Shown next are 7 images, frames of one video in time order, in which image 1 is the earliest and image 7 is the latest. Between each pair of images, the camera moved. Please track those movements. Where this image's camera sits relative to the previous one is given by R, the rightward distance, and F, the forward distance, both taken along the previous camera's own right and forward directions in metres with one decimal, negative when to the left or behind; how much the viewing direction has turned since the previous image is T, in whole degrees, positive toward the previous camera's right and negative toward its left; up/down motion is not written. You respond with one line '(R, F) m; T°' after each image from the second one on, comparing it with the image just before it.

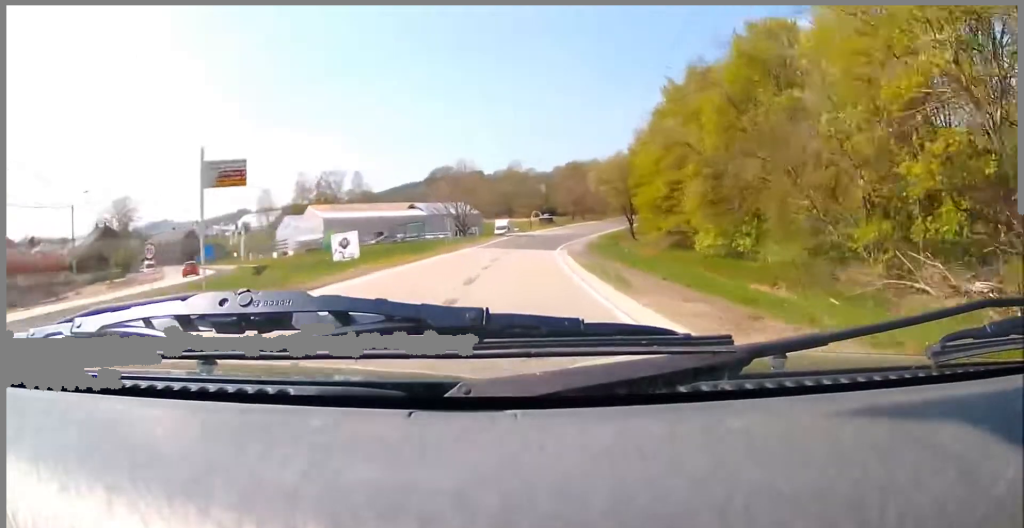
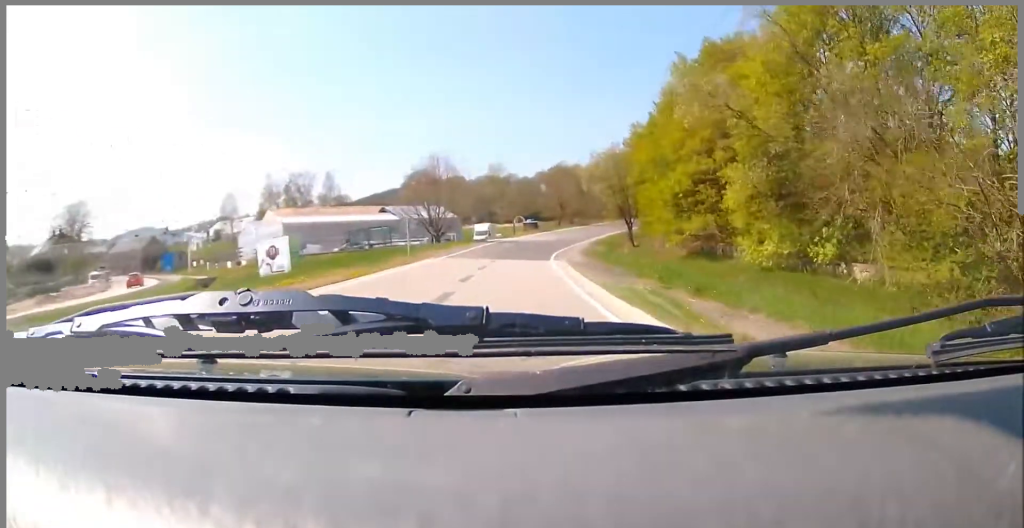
(+0.3, +9.3) m; +1°
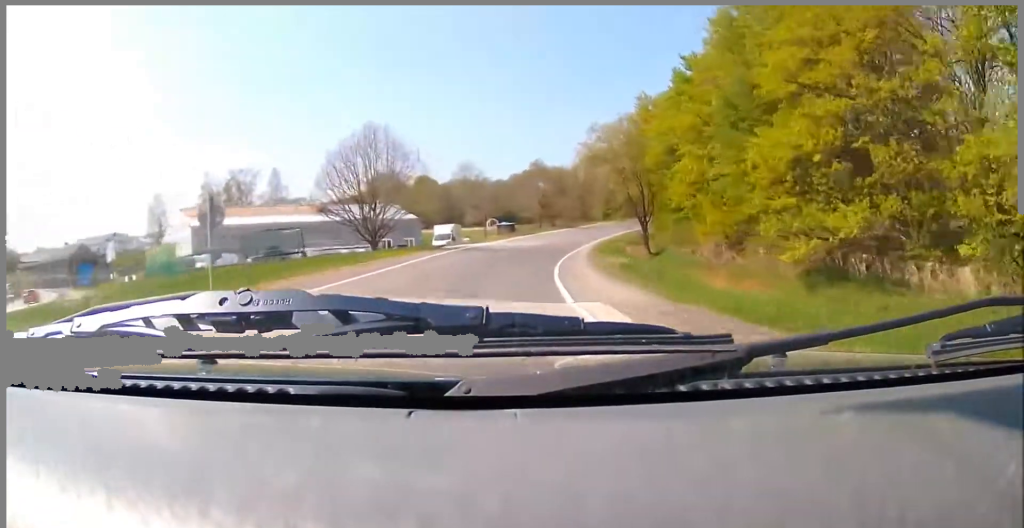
(+0.3, +17.8) m; 0°
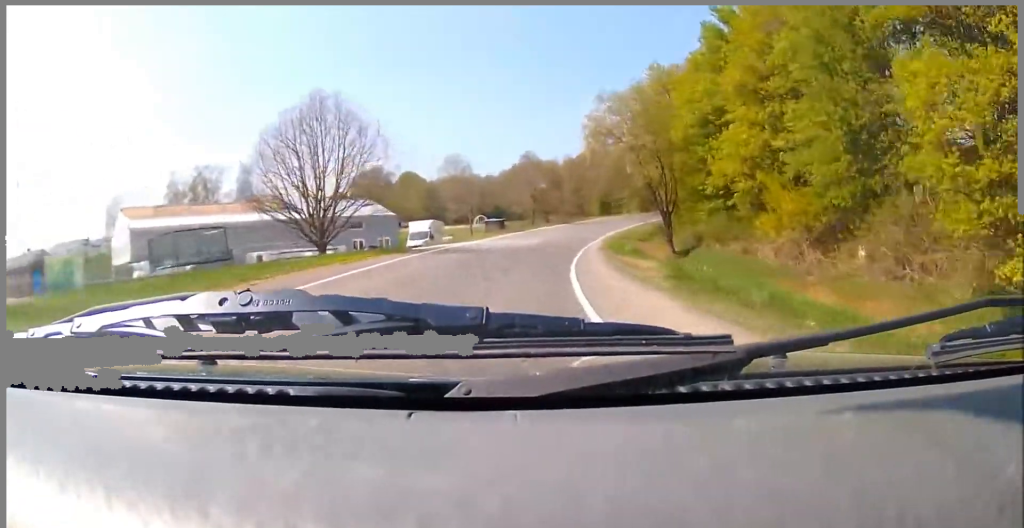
(0.0, +9.6) m; 0°
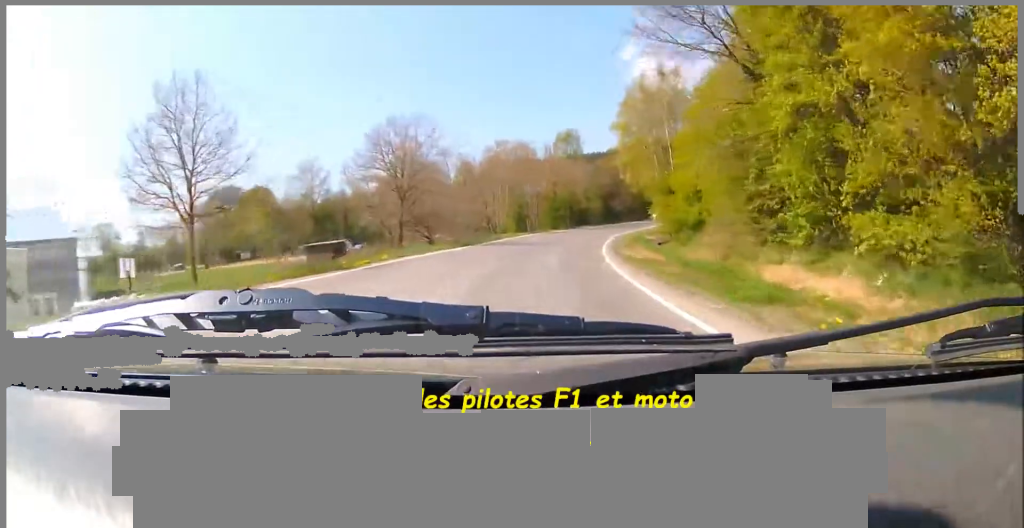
(+7.3, +43.3) m; +13°
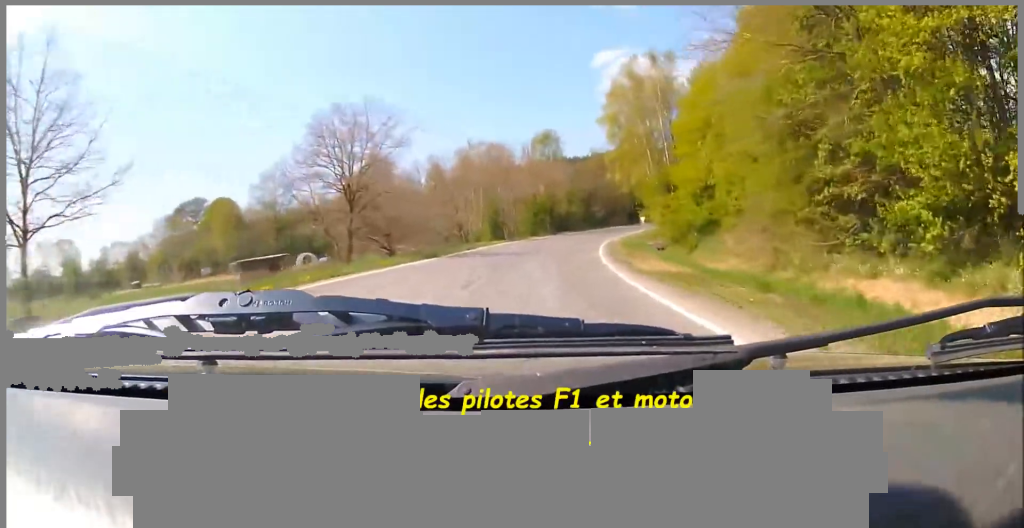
(-0.1, +8.1) m; -1°
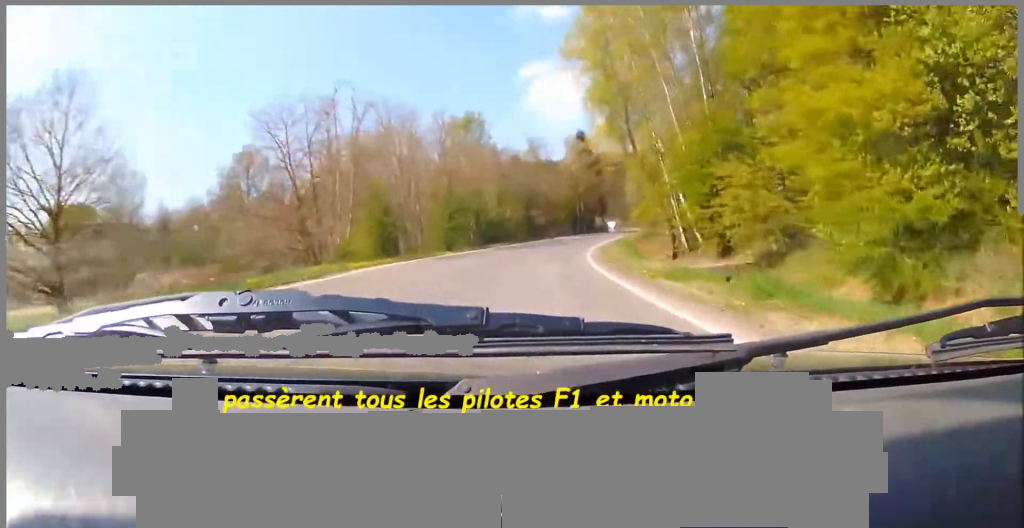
(+0.1, +28.9) m; +2°
